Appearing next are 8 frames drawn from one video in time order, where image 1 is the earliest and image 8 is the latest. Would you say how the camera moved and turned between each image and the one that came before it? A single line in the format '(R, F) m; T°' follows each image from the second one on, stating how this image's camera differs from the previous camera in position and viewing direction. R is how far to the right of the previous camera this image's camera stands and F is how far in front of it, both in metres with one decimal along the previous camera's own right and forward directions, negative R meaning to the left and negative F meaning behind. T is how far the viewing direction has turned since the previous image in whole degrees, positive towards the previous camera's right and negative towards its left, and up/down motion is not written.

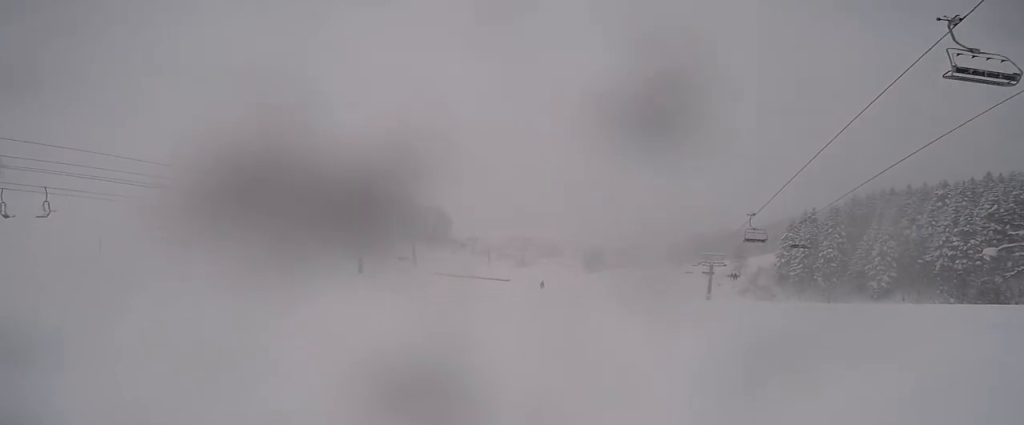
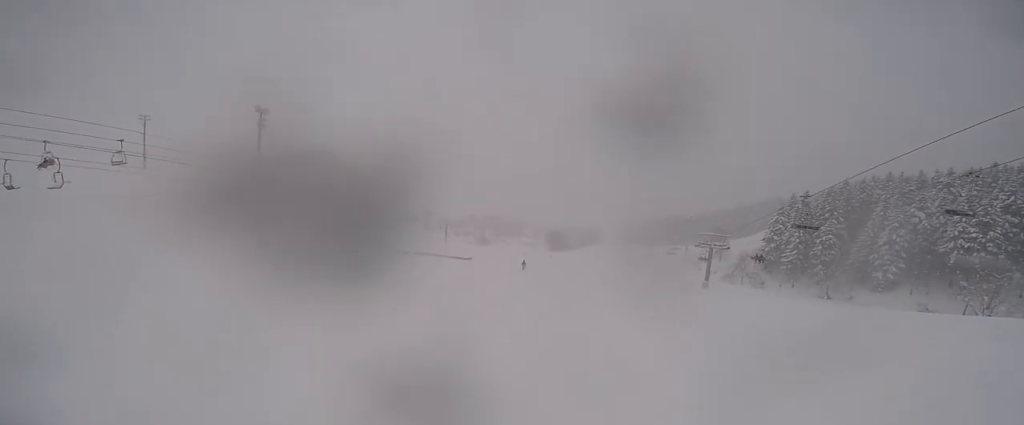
(0.0, +15.5) m; +11°
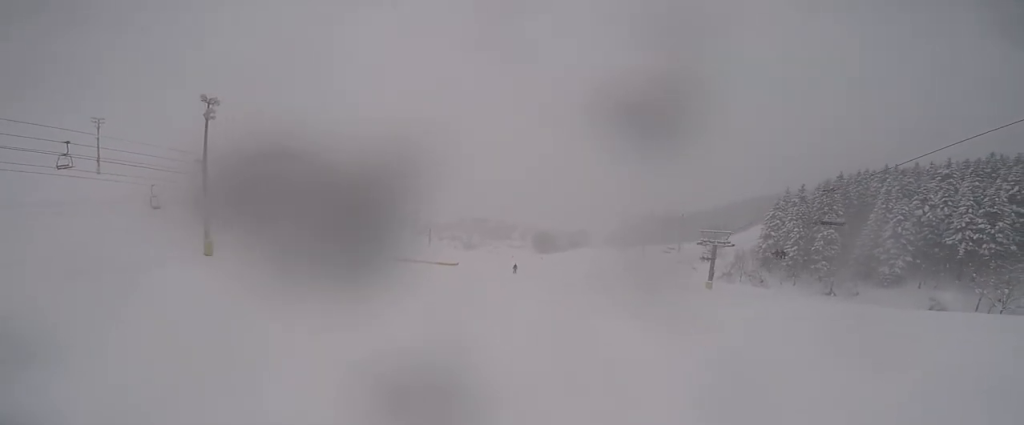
(+0.2, +5.5) m; +2°
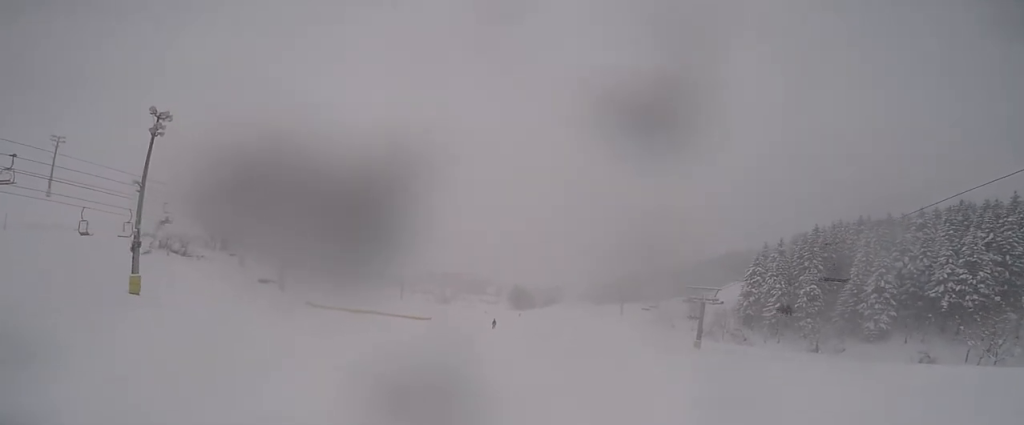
(+0.1, +4.7) m; 0°
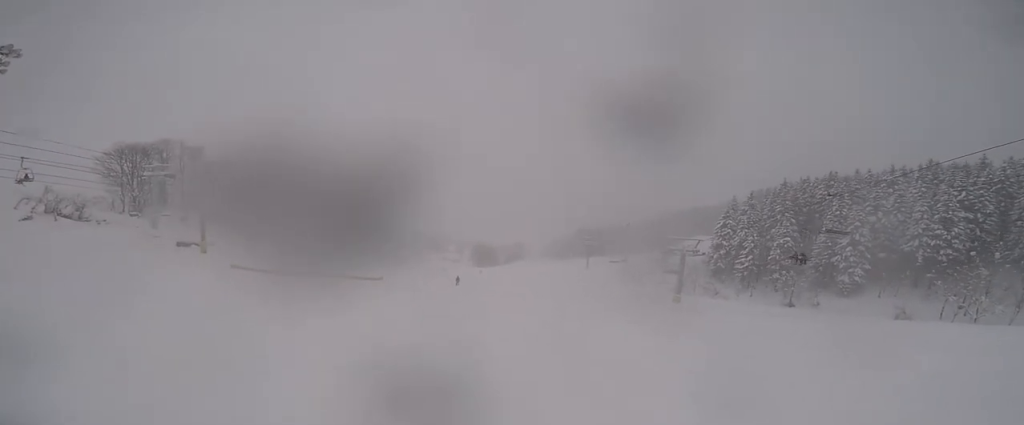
(0.0, +6.5) m; -2°
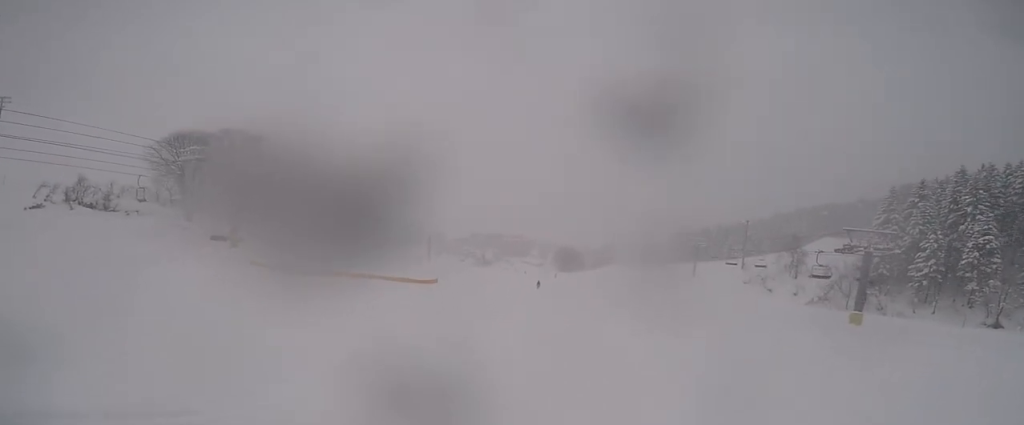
(-0.1, +13.9) m; 0°
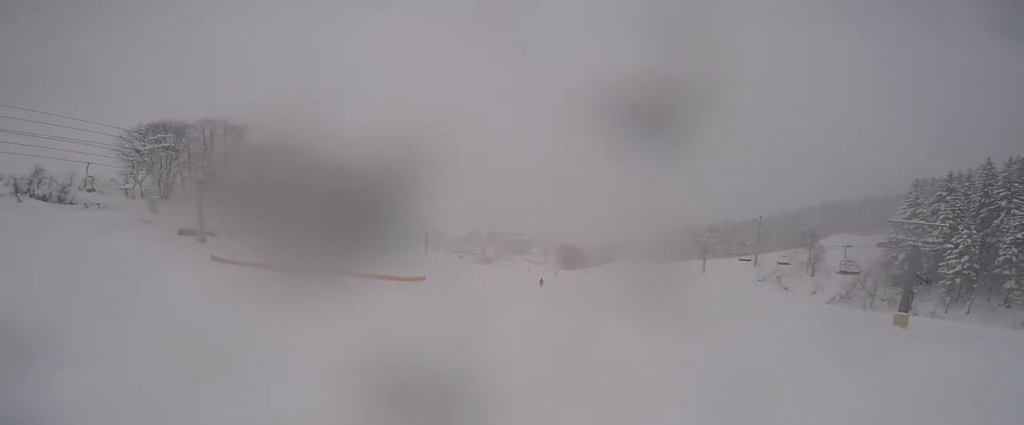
(0.0, +4.7) m; 0°
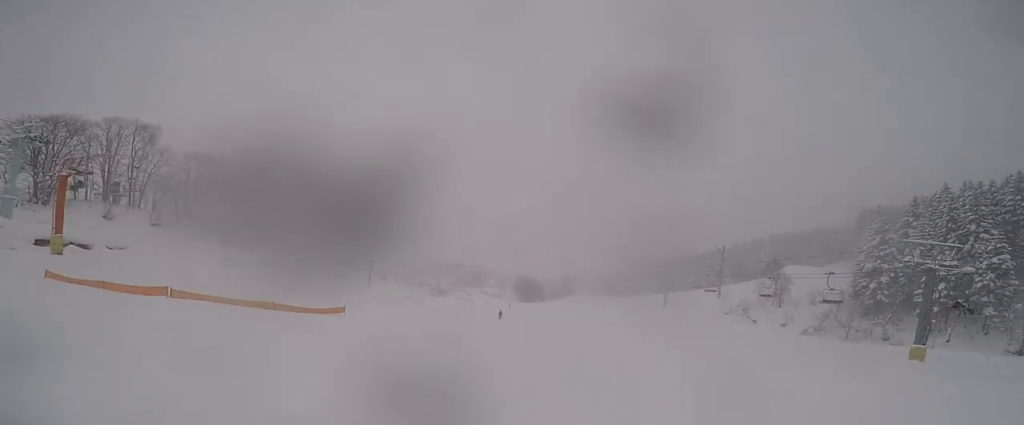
(-0.2, +7.6) m; +1°
